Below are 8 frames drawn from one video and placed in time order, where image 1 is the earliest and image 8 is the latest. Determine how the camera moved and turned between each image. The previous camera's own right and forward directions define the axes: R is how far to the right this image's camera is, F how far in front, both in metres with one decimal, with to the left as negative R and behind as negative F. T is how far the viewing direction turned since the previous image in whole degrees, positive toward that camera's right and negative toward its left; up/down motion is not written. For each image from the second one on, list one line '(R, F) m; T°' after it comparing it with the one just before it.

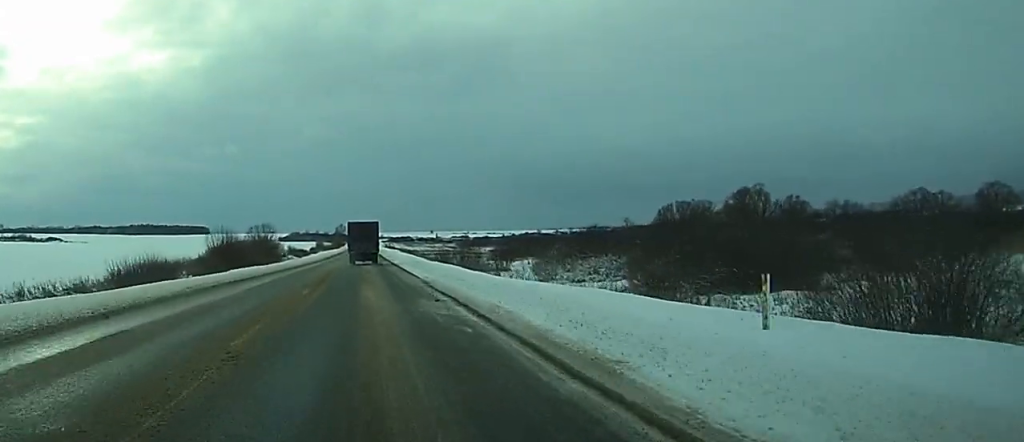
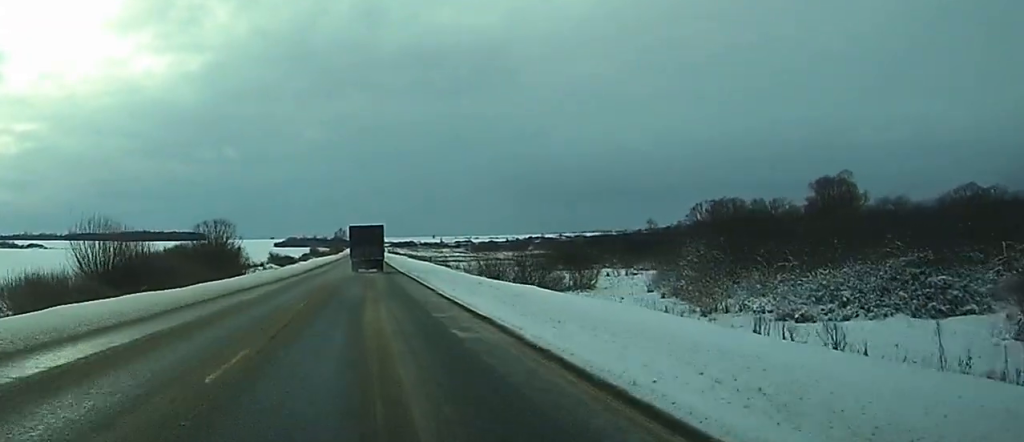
(+0.1, +39.0) m; 0°
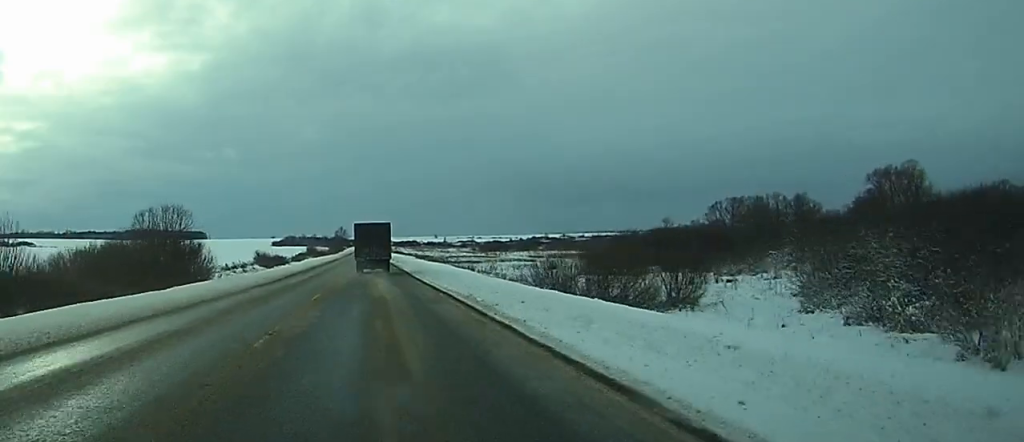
(-0.1, +21.2) m; 0°
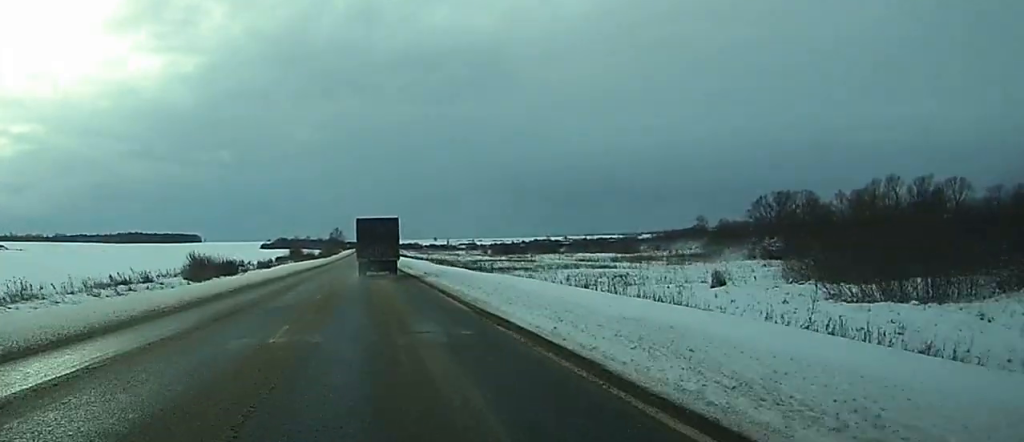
(+0.1, +46.7) m; 0°
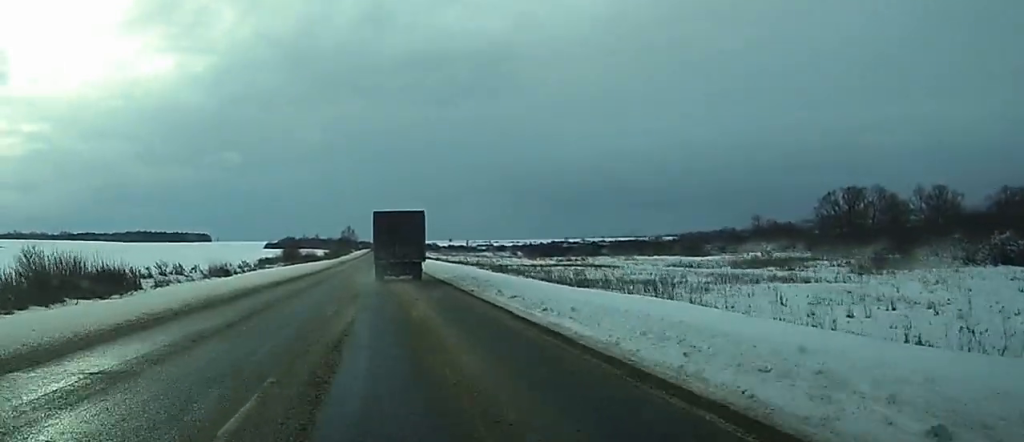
(+0.3, +41.0) m; +1°
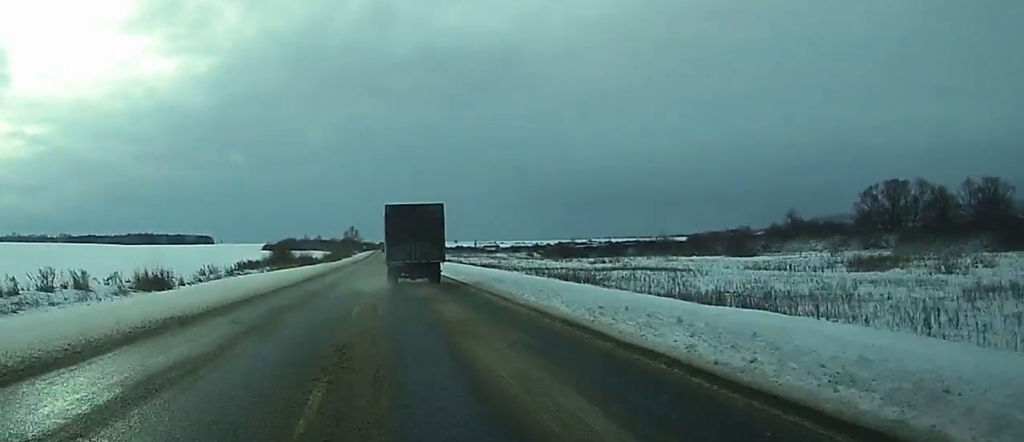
(0.0, +22.9) m; 0°
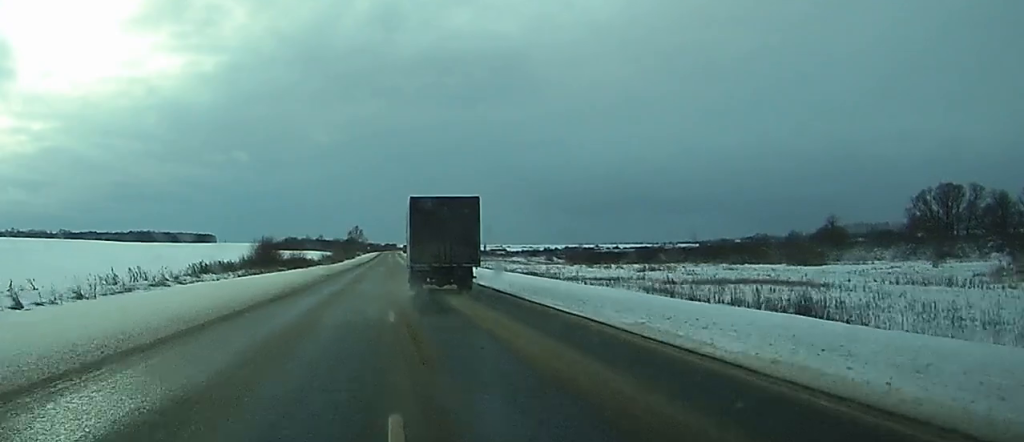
(0.0, +24.9) m; 0°
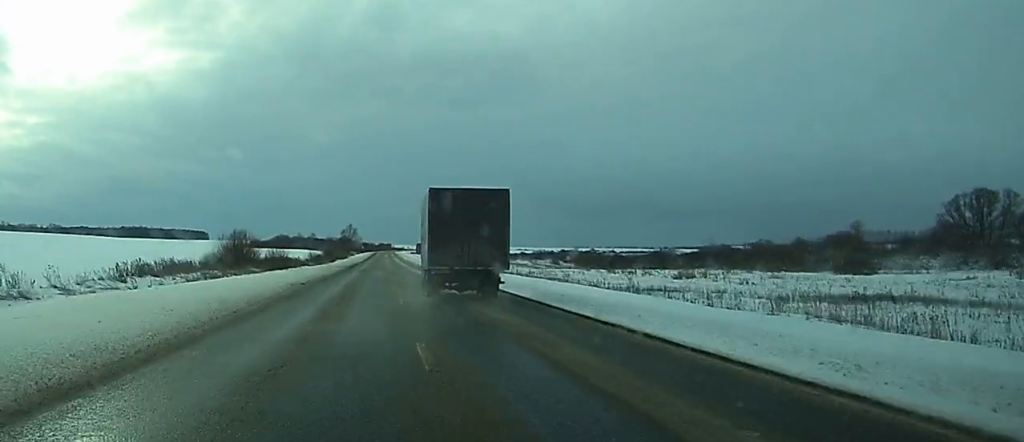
(0.0, +17.6) m; 0°
